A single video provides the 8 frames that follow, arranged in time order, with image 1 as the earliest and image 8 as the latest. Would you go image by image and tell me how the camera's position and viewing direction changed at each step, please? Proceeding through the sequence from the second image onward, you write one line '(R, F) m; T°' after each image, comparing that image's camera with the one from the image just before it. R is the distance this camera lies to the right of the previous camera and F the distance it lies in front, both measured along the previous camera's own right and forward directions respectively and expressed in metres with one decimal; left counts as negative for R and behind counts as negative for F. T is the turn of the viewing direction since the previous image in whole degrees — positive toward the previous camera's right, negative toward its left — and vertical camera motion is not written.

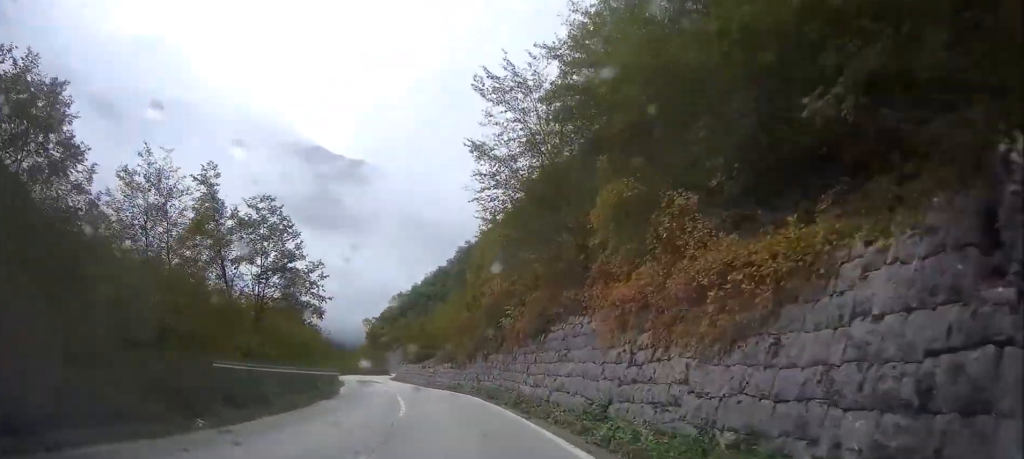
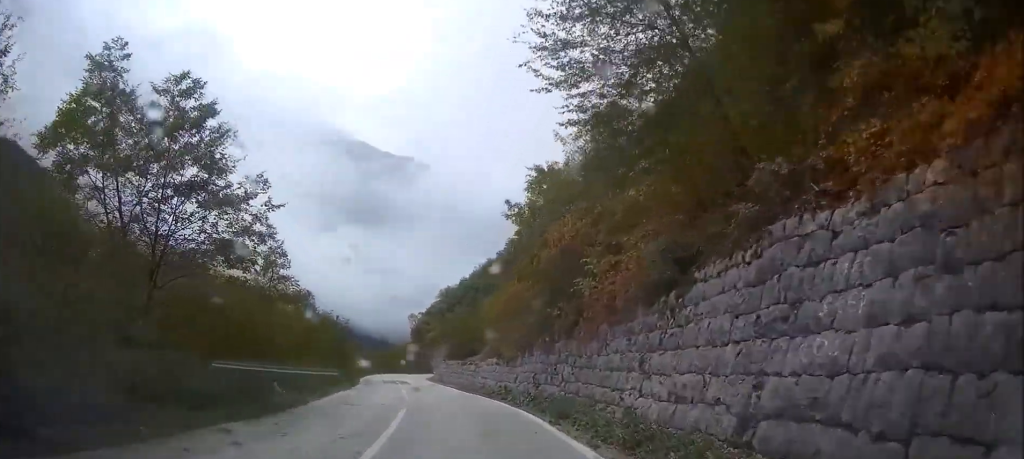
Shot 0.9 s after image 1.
(-0.6, +13.0) m; -6°
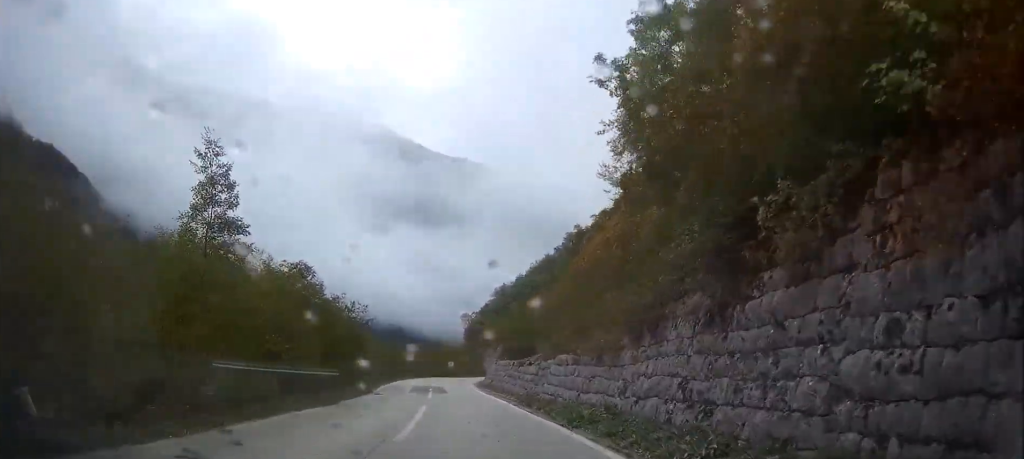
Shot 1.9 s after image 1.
(-0.7, +14.1) m; -5°
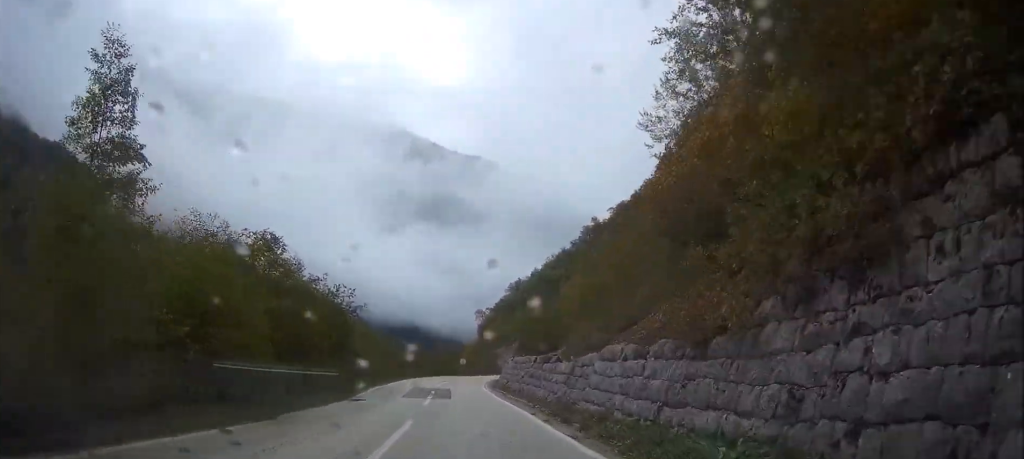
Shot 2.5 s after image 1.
(-0.4, +8.0) m; -2°
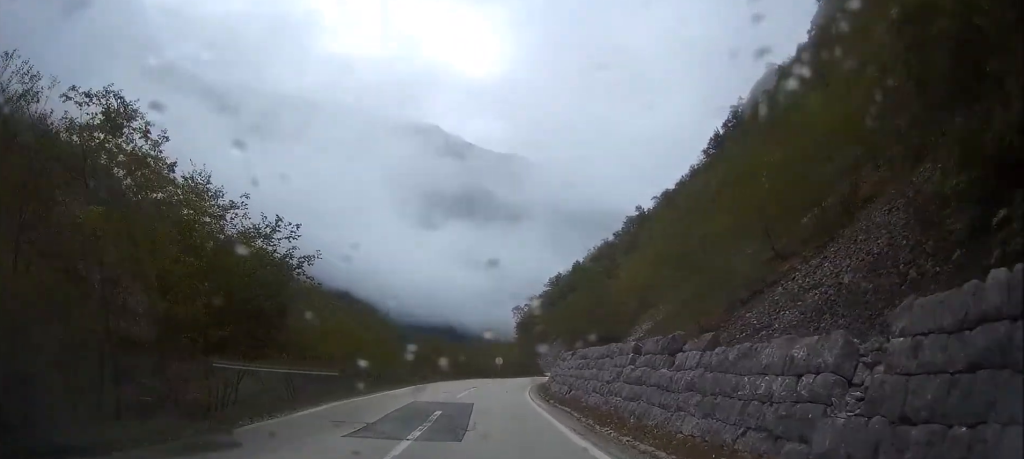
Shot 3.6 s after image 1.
(+0.2, +15.9) m; 0°
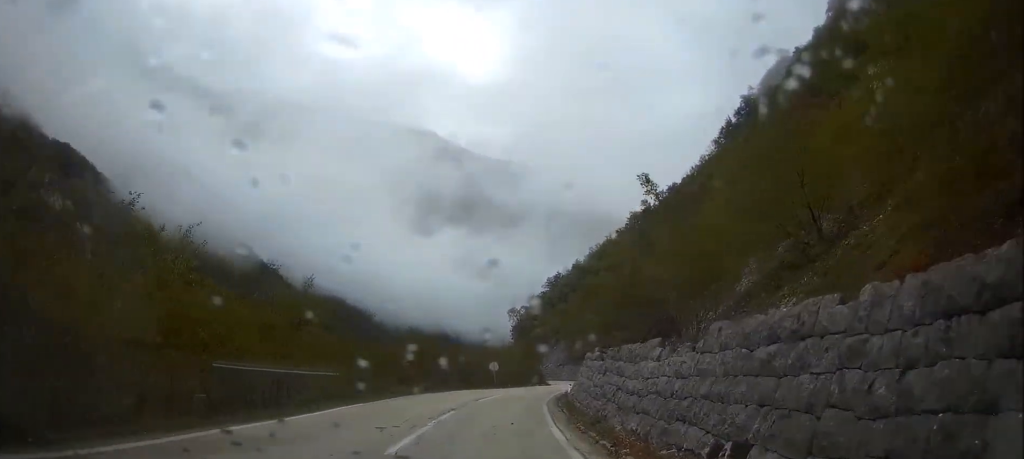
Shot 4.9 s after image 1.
(0.0, +17.2) m; +1°
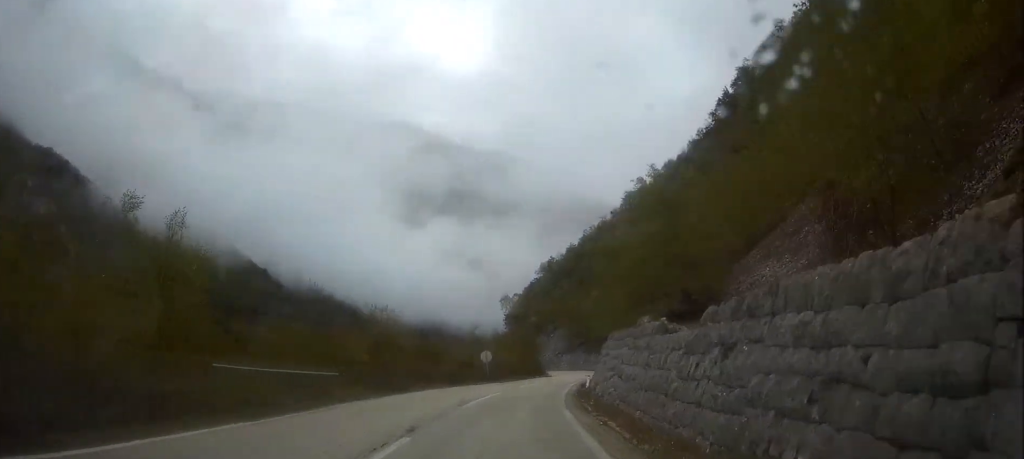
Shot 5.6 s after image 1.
(0.0, +10.8) m; +3°
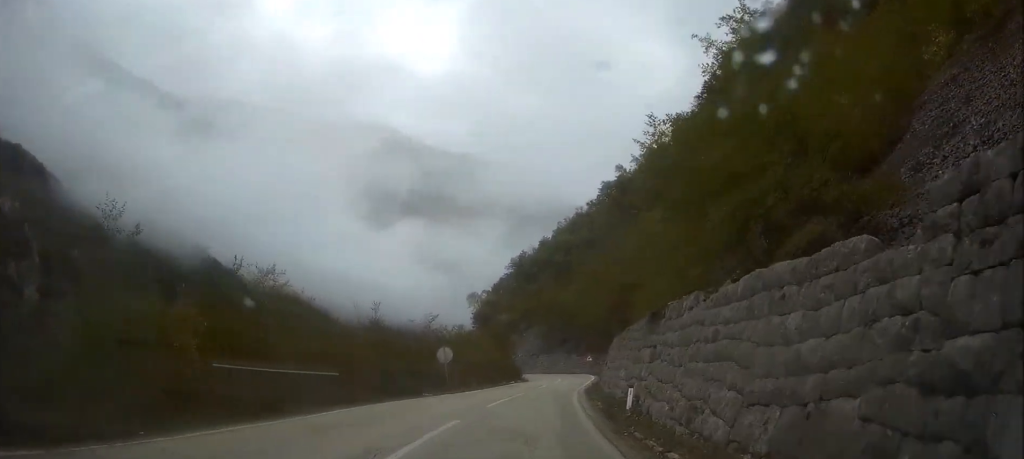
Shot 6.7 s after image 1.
(+1.0, +15.0) m; +4°
